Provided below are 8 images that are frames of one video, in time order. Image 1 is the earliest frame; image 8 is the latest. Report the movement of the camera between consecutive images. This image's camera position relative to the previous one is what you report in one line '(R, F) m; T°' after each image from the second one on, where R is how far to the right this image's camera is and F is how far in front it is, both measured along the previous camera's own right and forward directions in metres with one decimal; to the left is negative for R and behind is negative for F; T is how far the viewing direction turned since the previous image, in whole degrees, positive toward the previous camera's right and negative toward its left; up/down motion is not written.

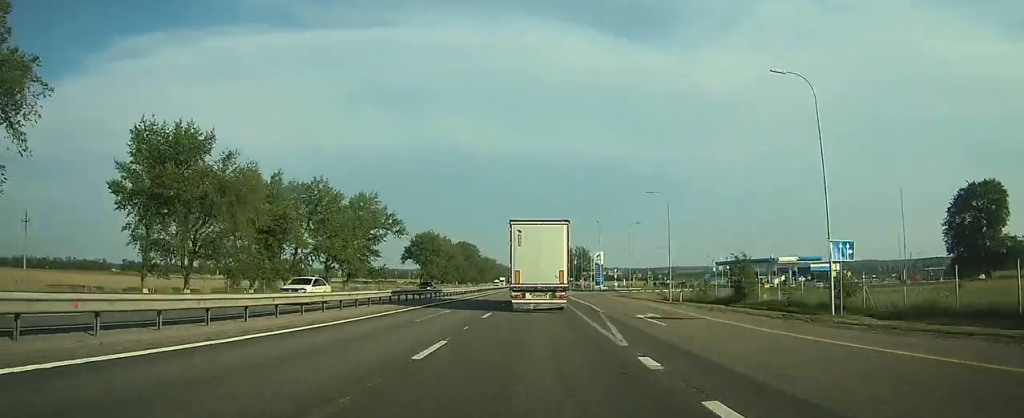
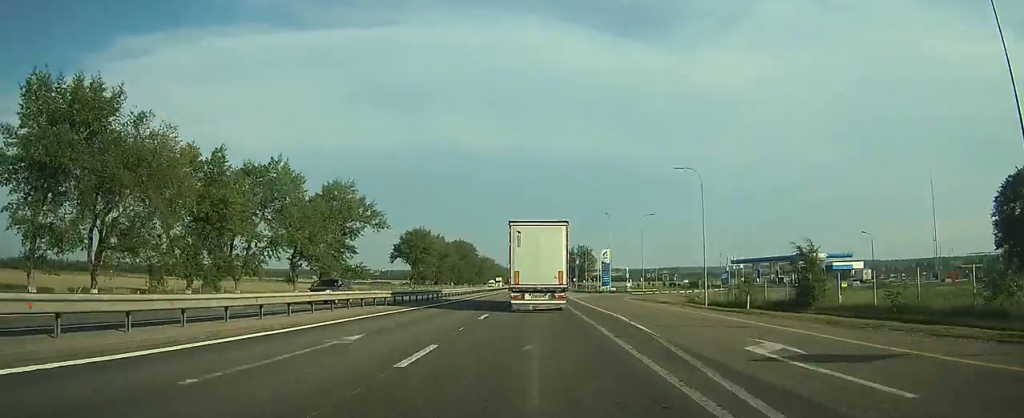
(0.0, +14.3) m; 0°
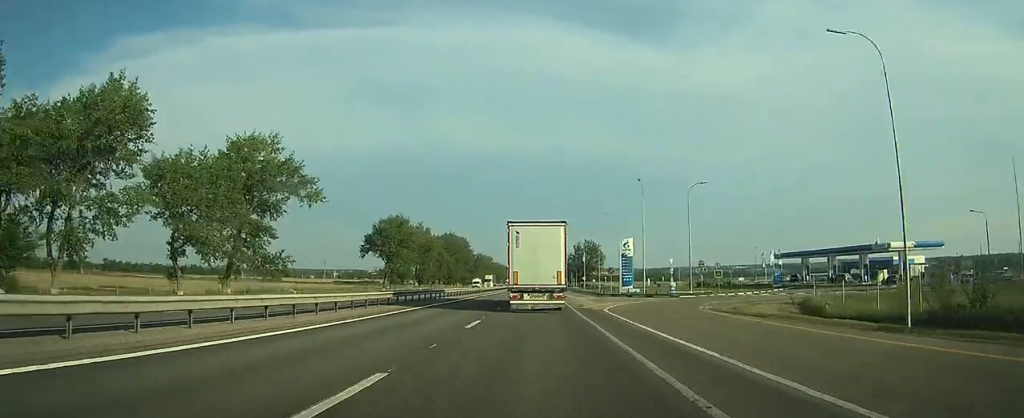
(0.0, +30.6) m; 0°
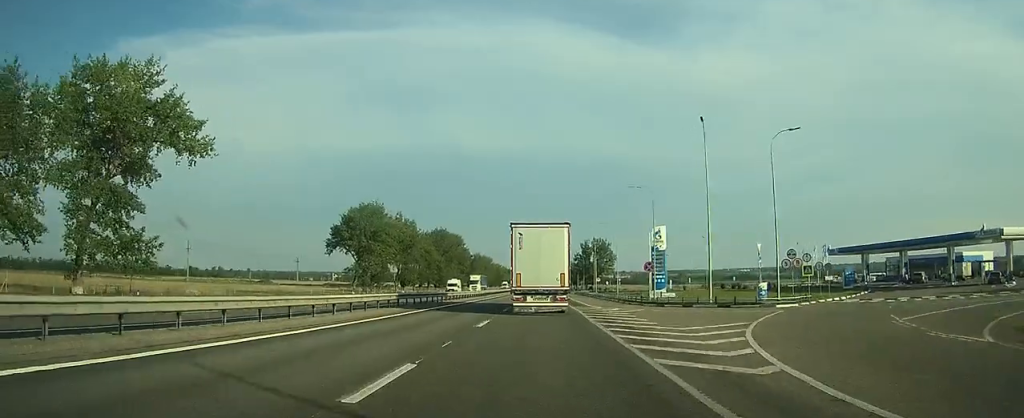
(0.0, +25.2) m; 0°
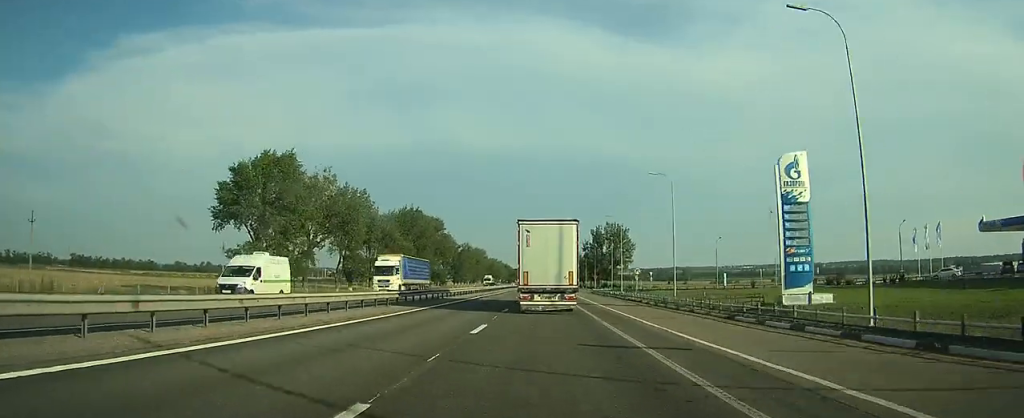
(+0.1, +42.7) m; 0°
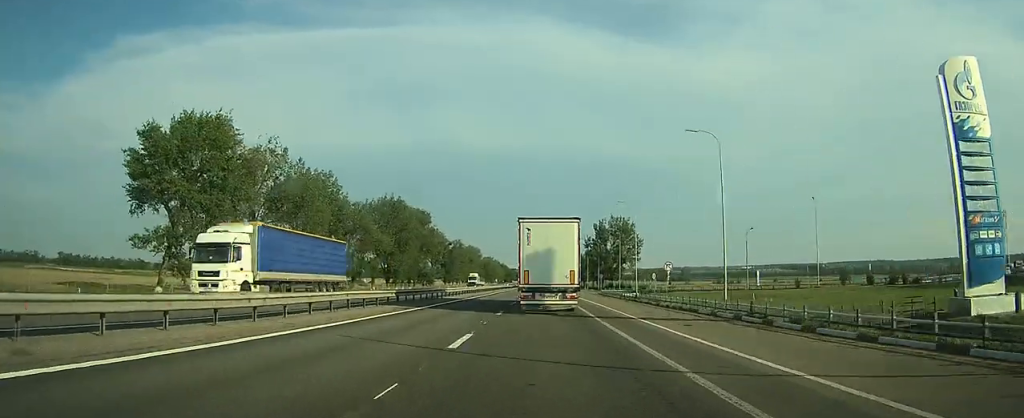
(0.0, +16.6) m; 0°
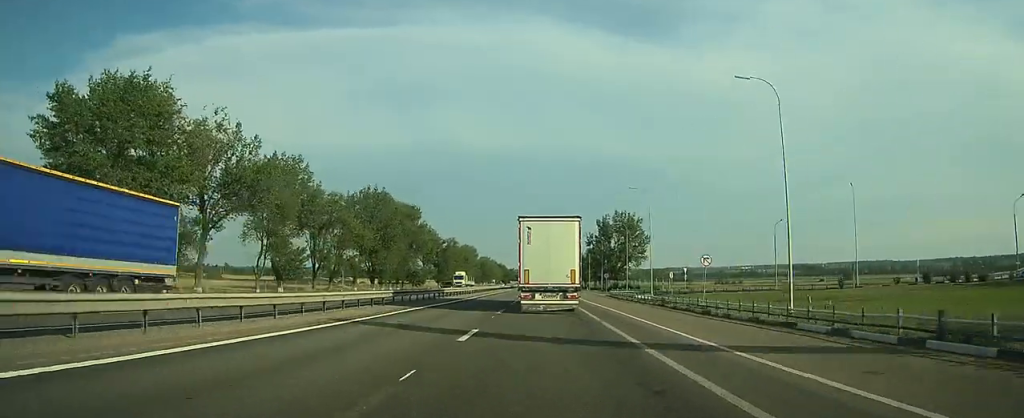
(0.0, +11.1) m; 0°
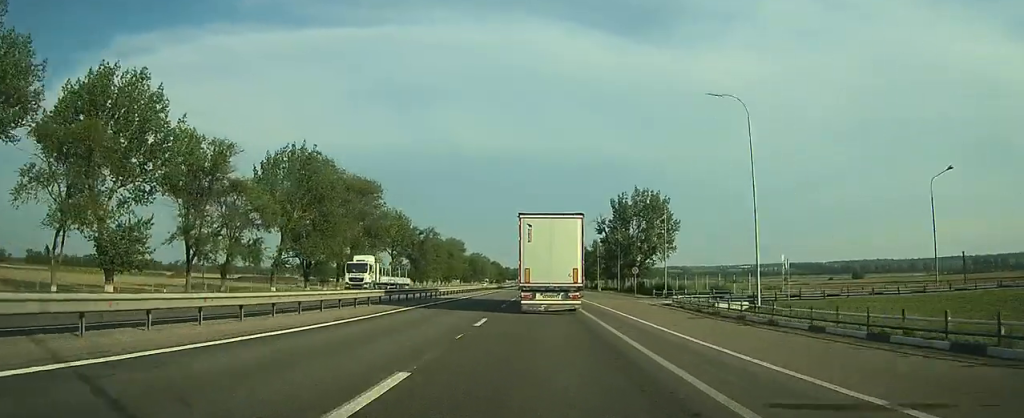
(0.0, +32.9) m; 0°
